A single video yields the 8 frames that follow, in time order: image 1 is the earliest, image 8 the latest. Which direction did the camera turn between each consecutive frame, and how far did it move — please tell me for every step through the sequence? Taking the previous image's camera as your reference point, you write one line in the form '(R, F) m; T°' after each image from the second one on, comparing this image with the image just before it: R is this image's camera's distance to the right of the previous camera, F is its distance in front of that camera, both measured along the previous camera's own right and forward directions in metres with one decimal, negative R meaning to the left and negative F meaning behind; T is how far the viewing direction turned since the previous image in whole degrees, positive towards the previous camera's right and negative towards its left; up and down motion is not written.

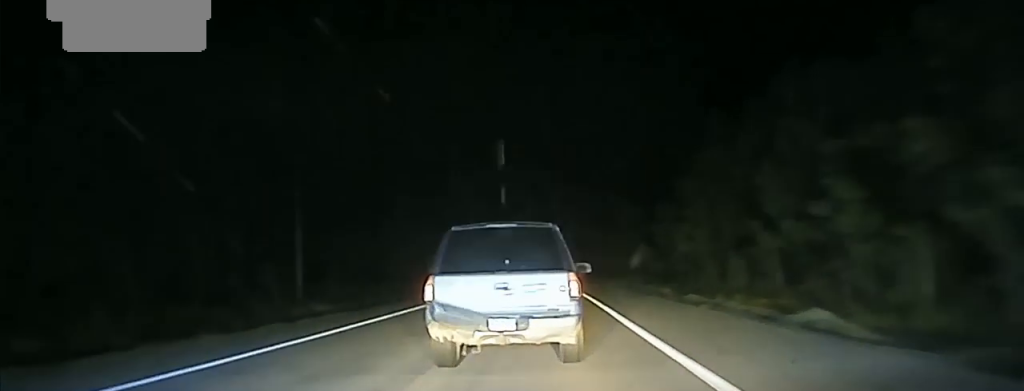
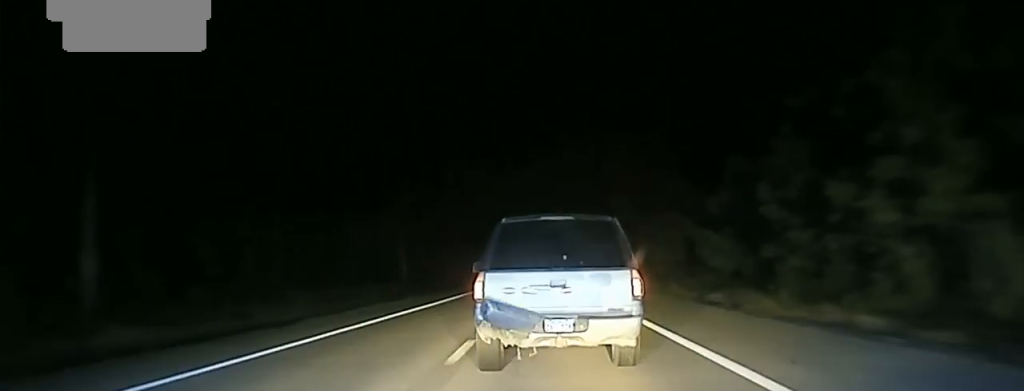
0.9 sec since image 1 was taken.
(+0.1, +22.3) m; +1°
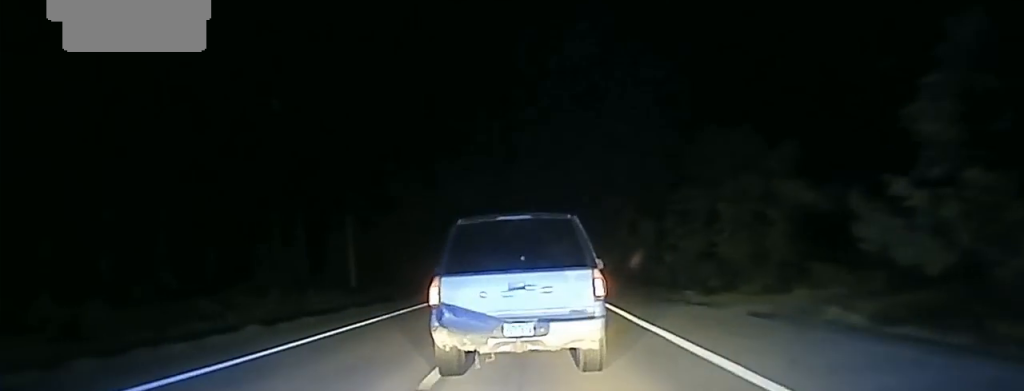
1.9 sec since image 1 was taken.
(+0.2, +23.3) m; +1°
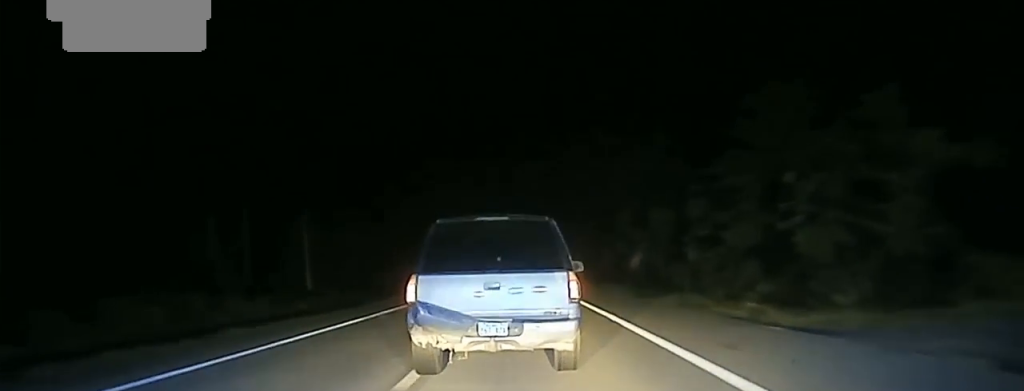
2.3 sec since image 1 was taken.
(+0.1, +11.3) m; 0°
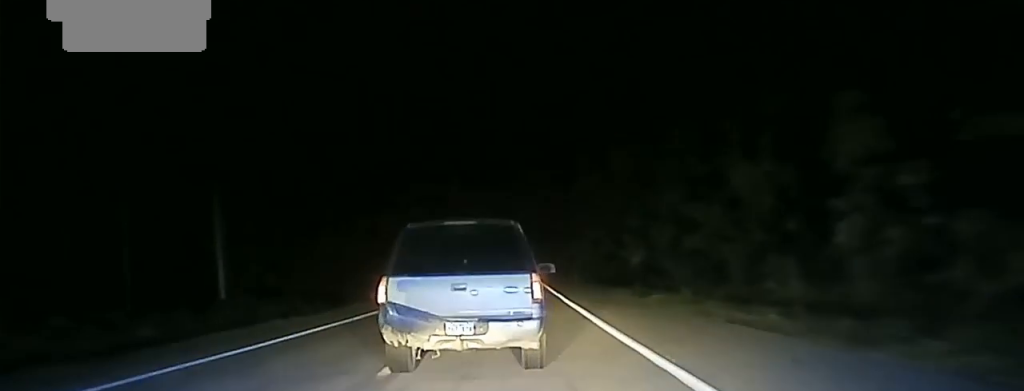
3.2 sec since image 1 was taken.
(+0.1, +23.3) m; 0°
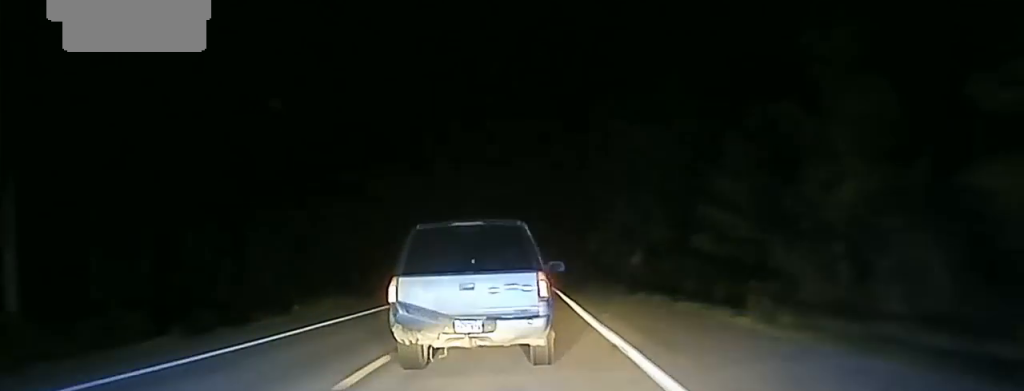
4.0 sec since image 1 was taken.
(-0.1, +25.6) m; -1°
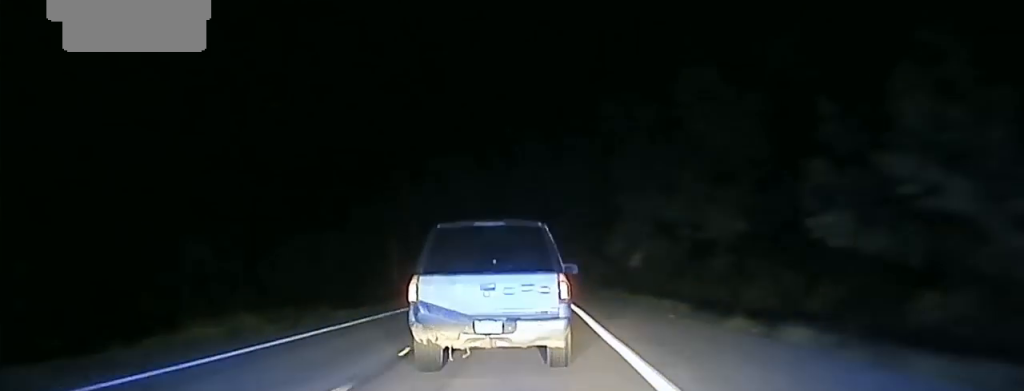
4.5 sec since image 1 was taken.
(0.0, +15.9) m; -1°
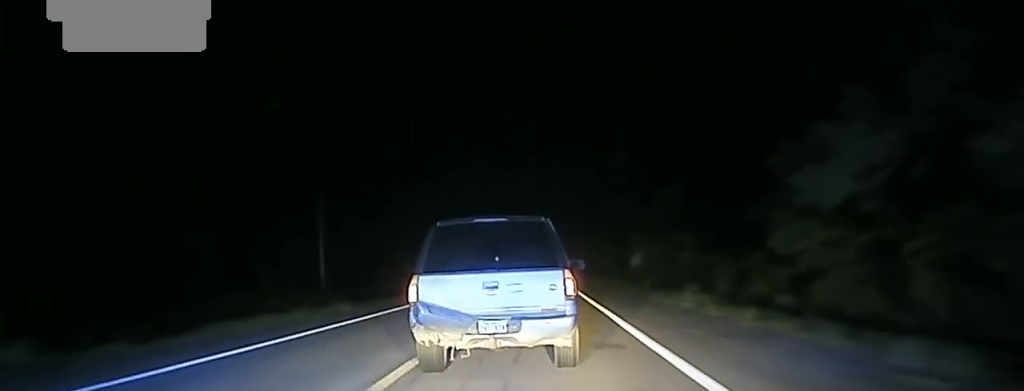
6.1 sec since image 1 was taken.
(-0.5, +52.9) m; 0°
